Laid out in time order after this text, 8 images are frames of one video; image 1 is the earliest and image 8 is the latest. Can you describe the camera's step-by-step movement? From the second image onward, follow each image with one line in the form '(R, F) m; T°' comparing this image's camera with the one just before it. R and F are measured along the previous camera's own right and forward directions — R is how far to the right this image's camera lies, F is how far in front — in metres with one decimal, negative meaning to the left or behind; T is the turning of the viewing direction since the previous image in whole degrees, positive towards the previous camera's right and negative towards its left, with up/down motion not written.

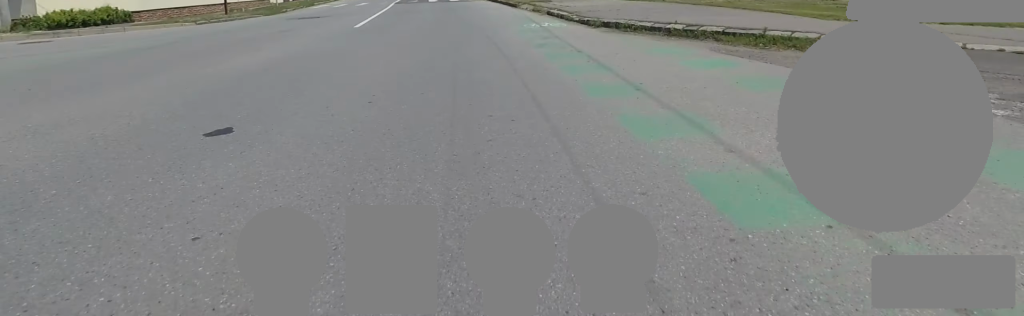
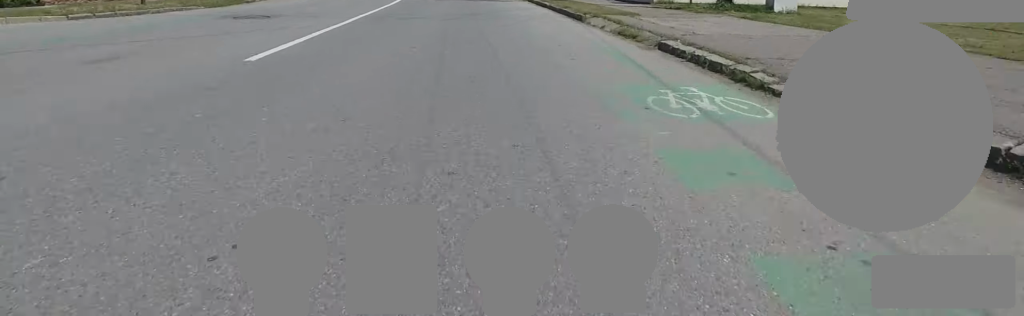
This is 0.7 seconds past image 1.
(+0.3, +6.3) m; 0°
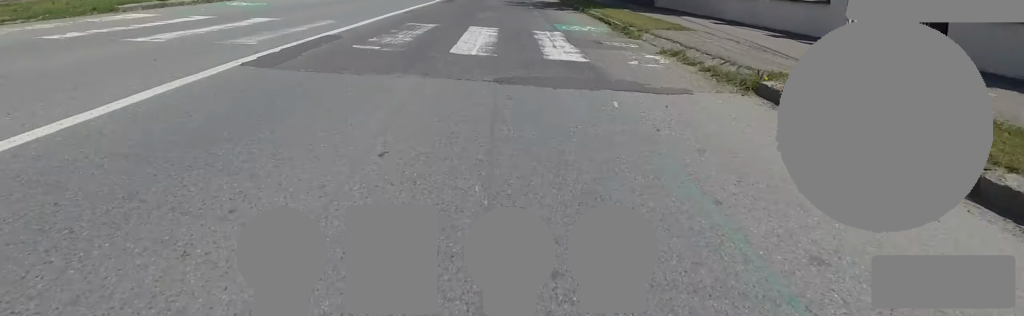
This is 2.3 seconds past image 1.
(-0.1, +13.6) m; 0°
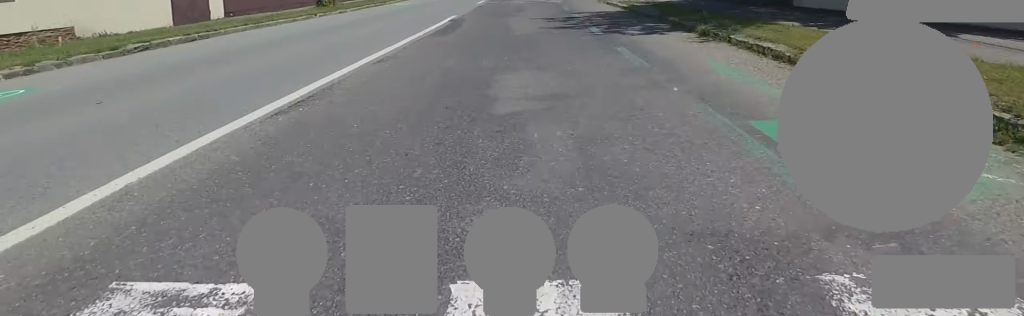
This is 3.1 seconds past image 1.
(-0.1, +7.0) m; 0°
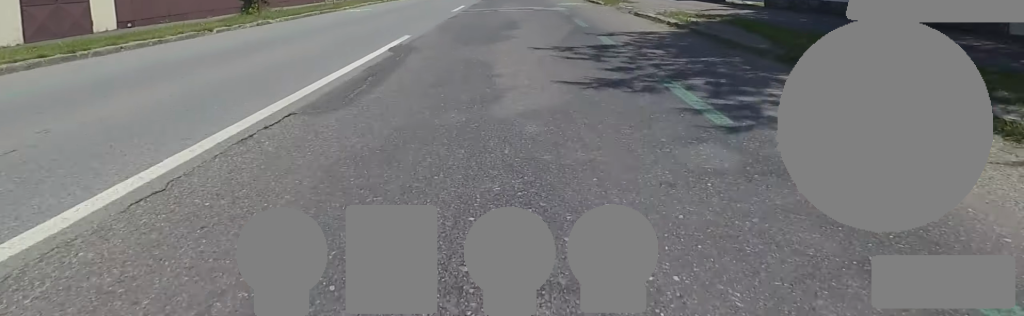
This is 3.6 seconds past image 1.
(-0.3, +4.9) m; 0°
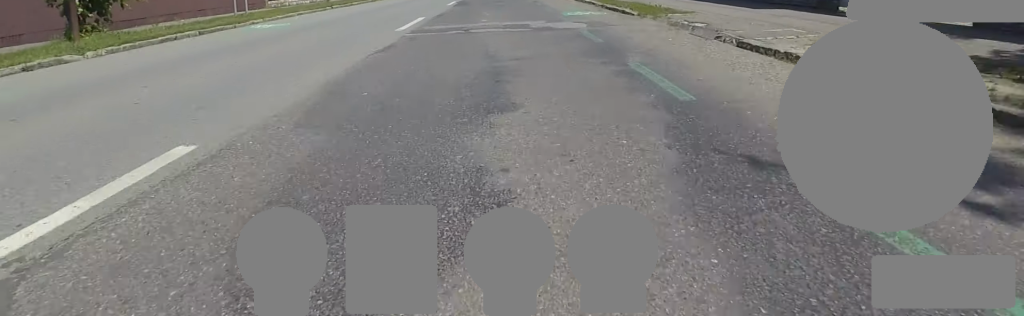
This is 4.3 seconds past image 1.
(+0.4, +5.7) m; 0°
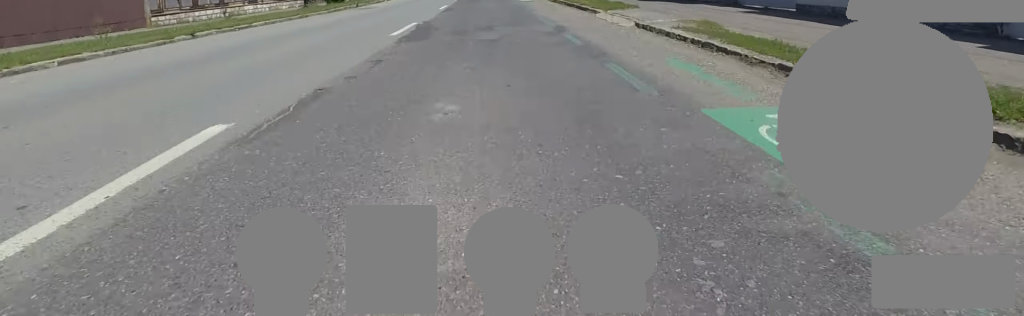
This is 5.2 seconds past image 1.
(-0.2, +8.7) m; -3°
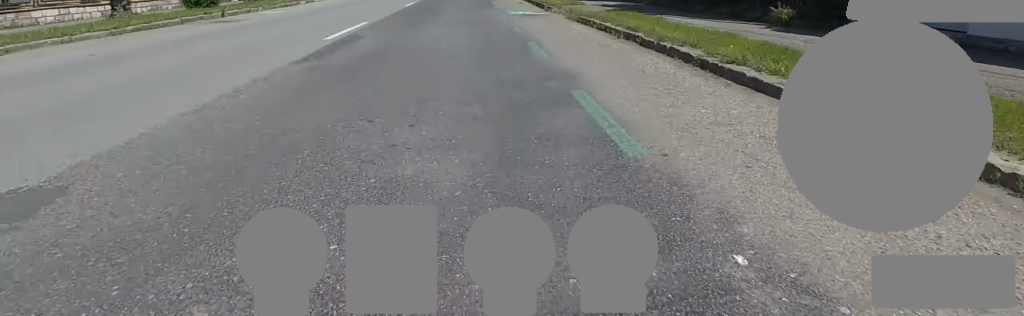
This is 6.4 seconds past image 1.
(-0.3, +10.7) m; +2°
